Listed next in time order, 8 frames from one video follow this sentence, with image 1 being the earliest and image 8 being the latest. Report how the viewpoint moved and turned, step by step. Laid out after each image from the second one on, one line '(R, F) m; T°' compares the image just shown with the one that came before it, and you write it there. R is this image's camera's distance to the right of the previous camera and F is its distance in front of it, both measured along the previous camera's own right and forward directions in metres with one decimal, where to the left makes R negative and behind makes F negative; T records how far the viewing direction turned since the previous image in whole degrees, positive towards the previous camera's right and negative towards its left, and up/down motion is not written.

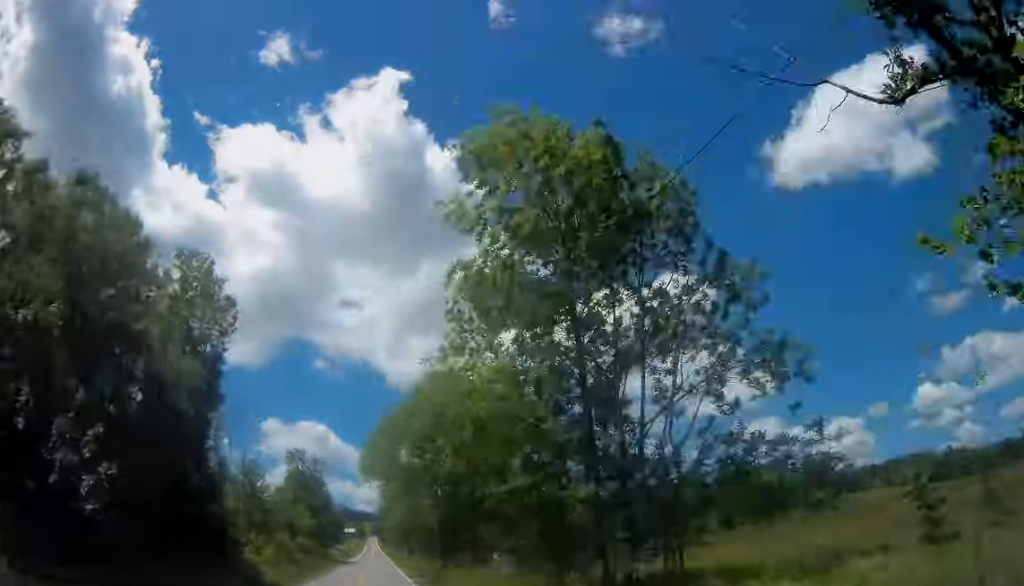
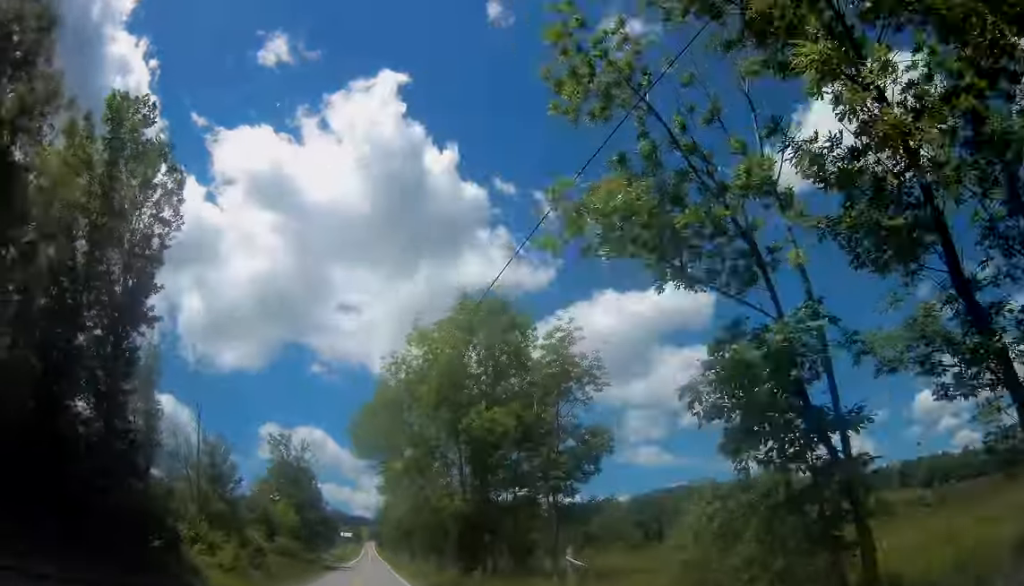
(0.0, +12.2) m; 0°
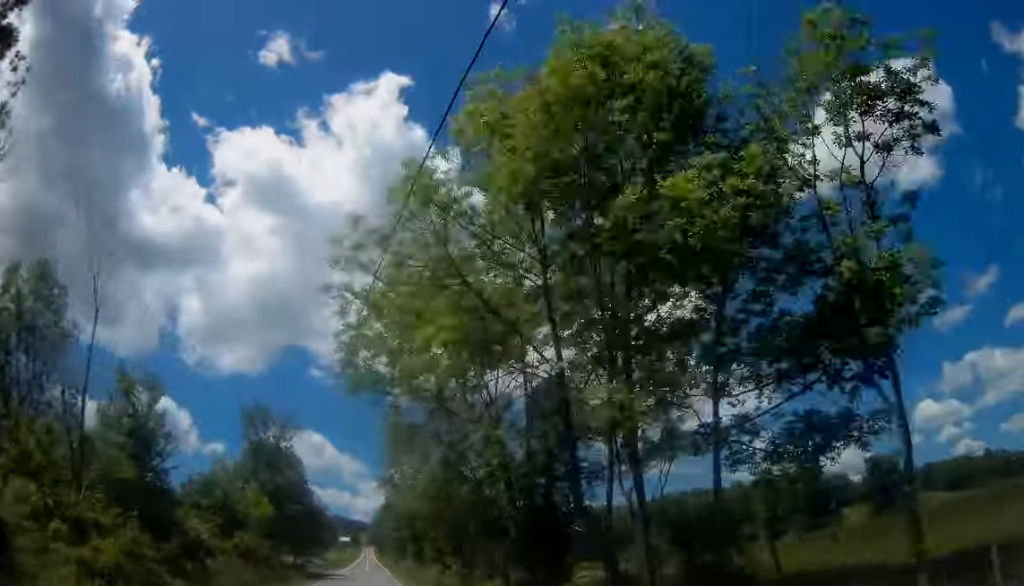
(-0.2, +15.3) m; 0°
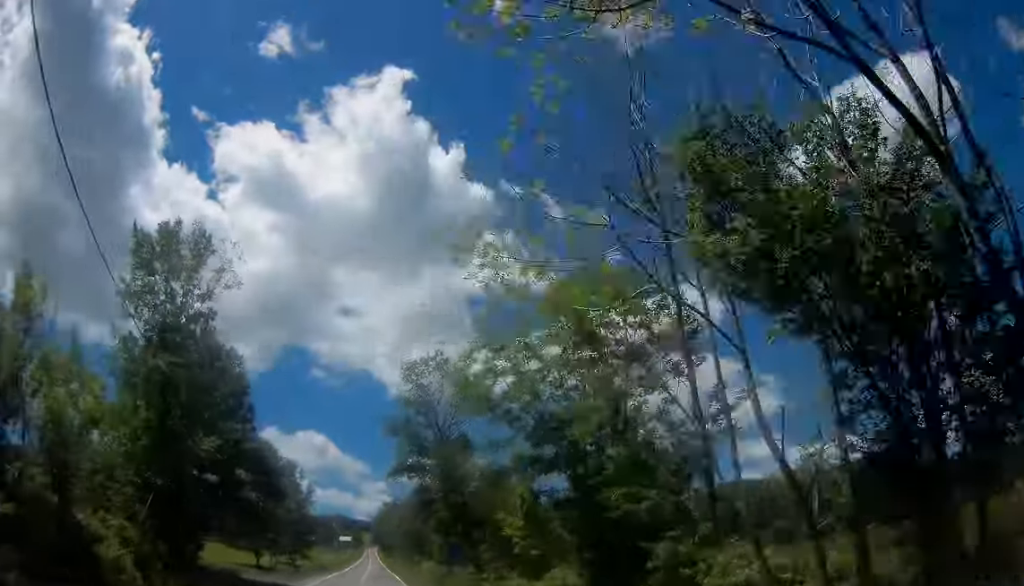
(+0.1, +31.1) m; +1°
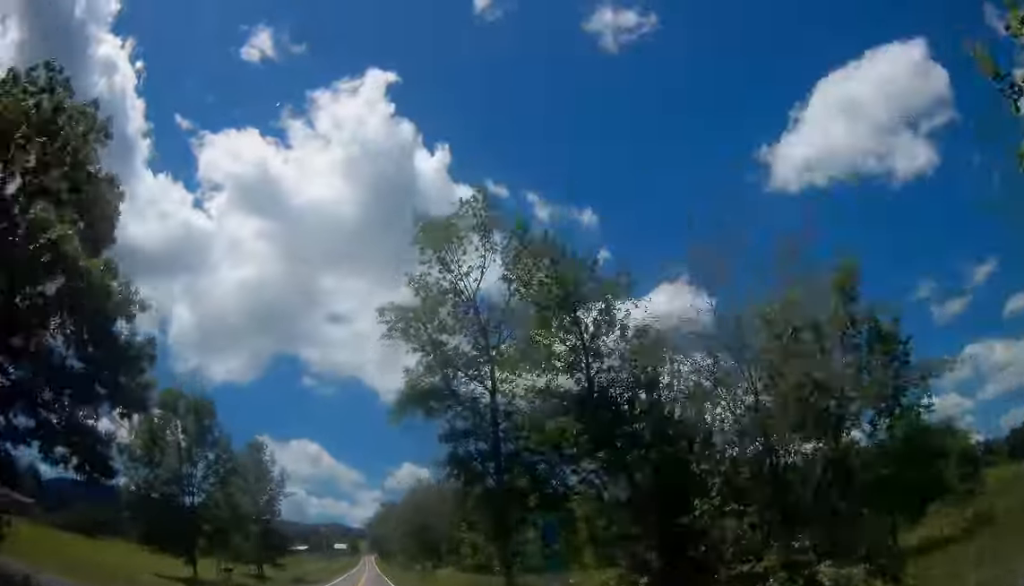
(+0.4, +20.3) m; 0°
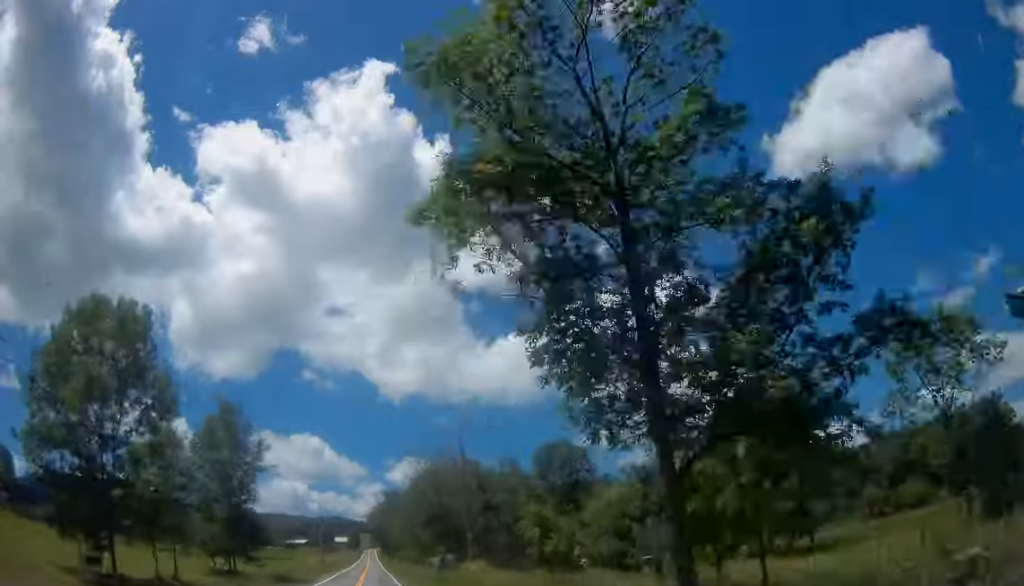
(-0.3, +13.3) m; -1°
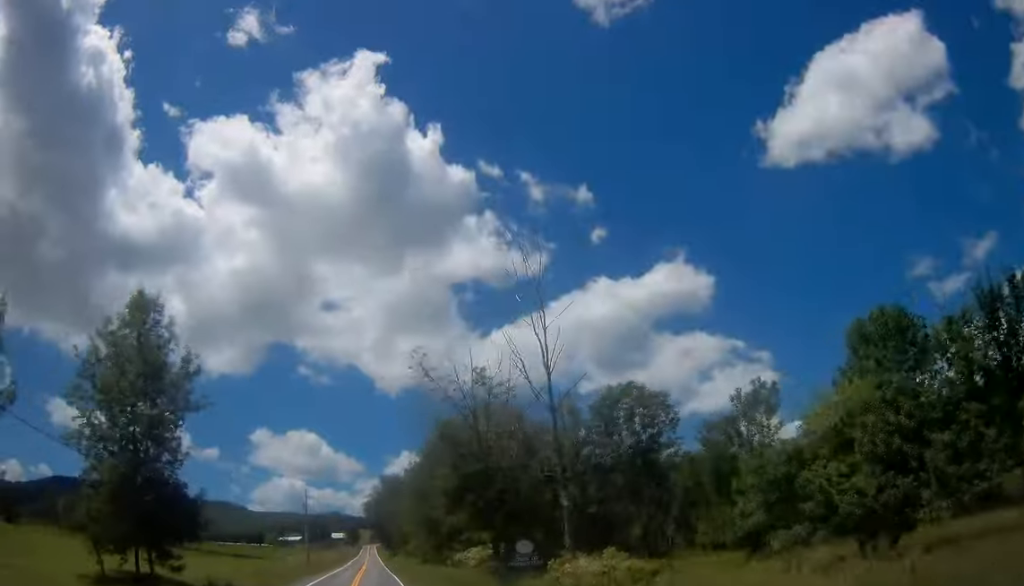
(-0.1, +19.6) m; 0°
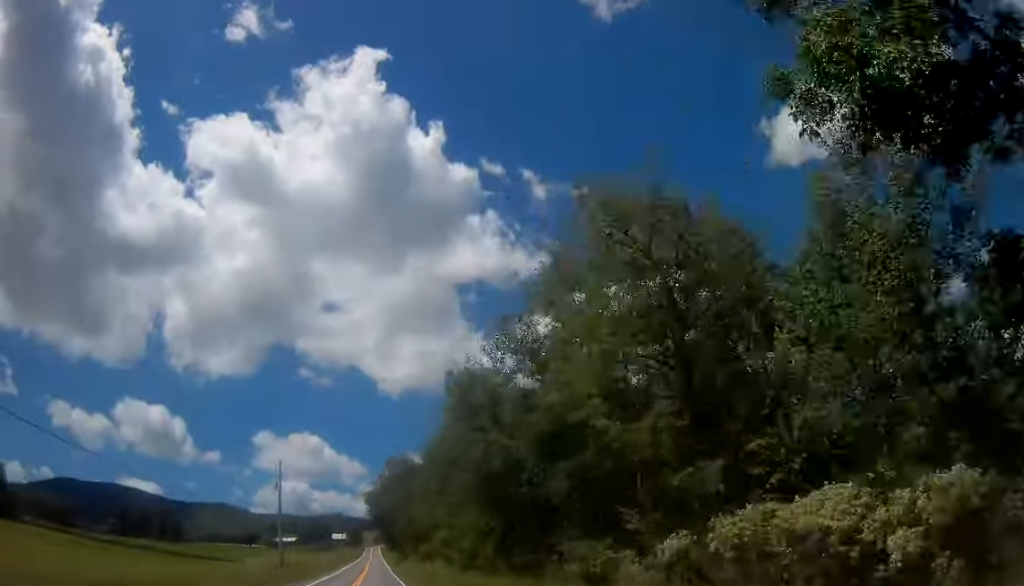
(+0.3, +26.6) m; +1°
